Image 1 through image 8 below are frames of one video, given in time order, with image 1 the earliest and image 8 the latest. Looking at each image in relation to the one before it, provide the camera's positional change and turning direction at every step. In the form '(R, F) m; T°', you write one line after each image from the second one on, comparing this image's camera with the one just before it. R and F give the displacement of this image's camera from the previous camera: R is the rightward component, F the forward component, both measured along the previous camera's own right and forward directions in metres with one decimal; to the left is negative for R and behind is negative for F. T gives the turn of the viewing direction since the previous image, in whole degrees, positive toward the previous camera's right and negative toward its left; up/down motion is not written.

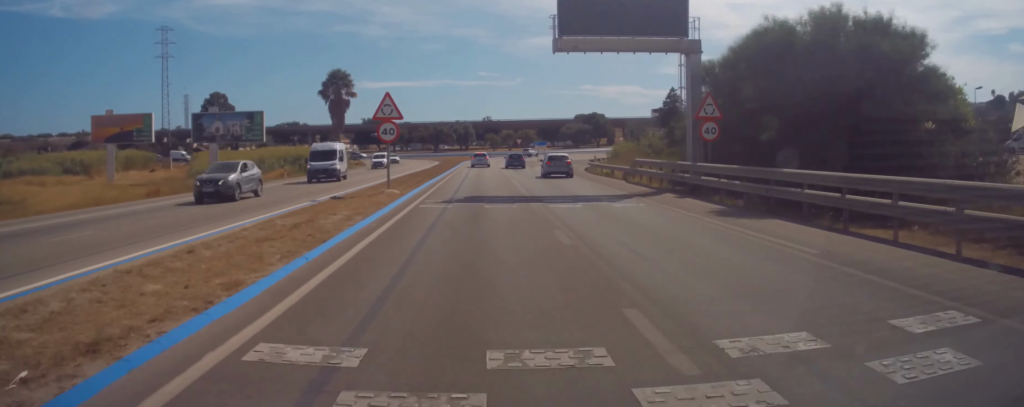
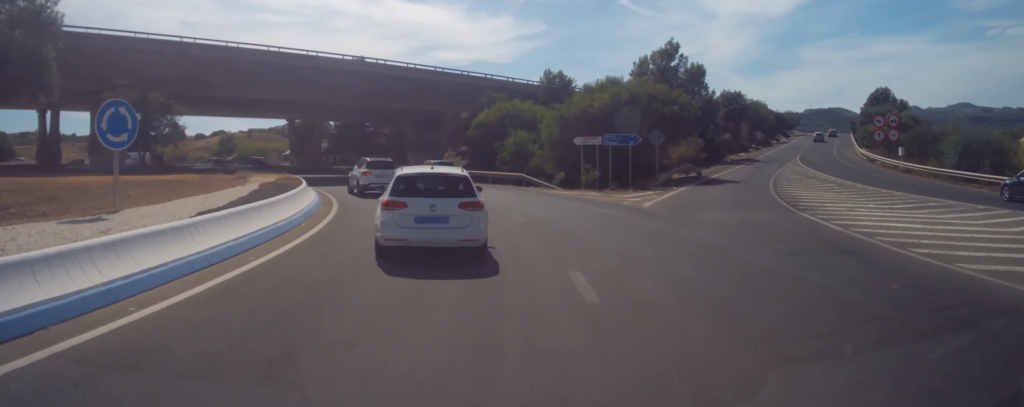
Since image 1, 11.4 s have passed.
(+29.9, +129.9) m; +5°
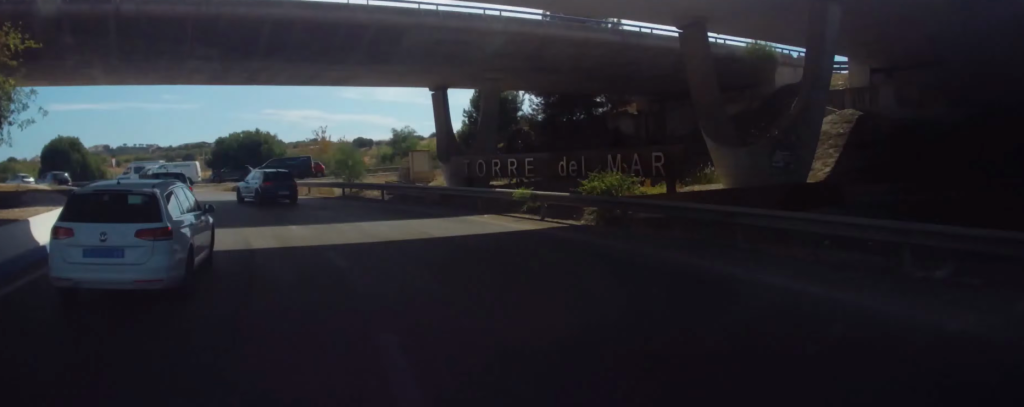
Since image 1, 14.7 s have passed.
(-11.8, +39.0) m; -12°
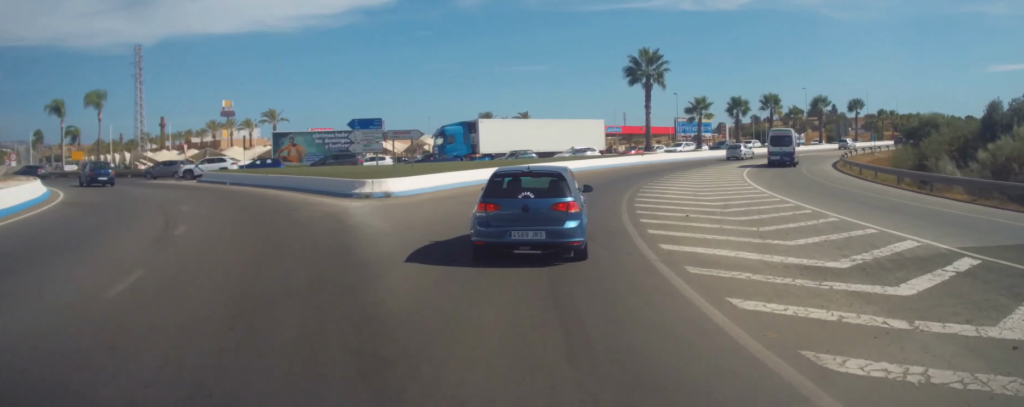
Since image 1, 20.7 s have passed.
(-17.1, +77.1) m; -15°
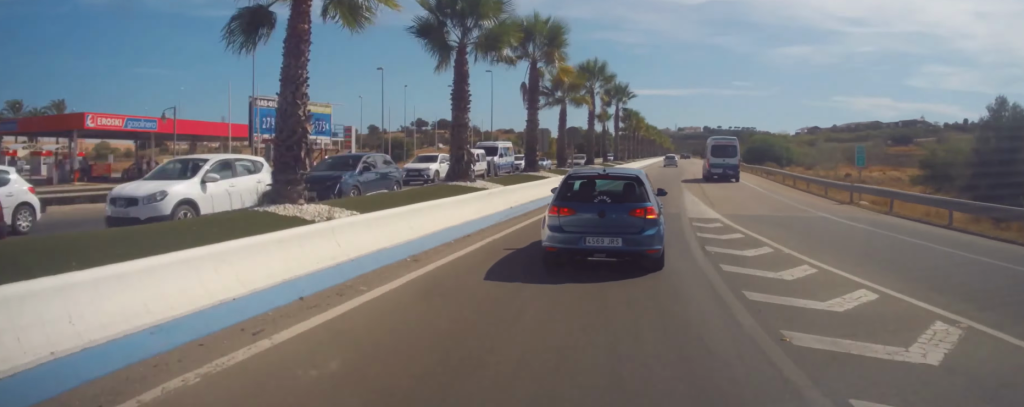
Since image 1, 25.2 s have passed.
(-7.9, +65.2) m; 0°
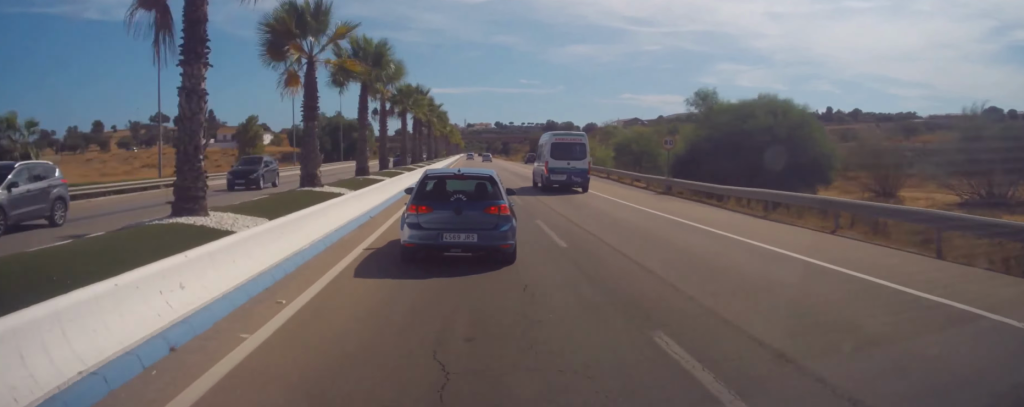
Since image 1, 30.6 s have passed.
(+7.9, +64.5) m; +6°
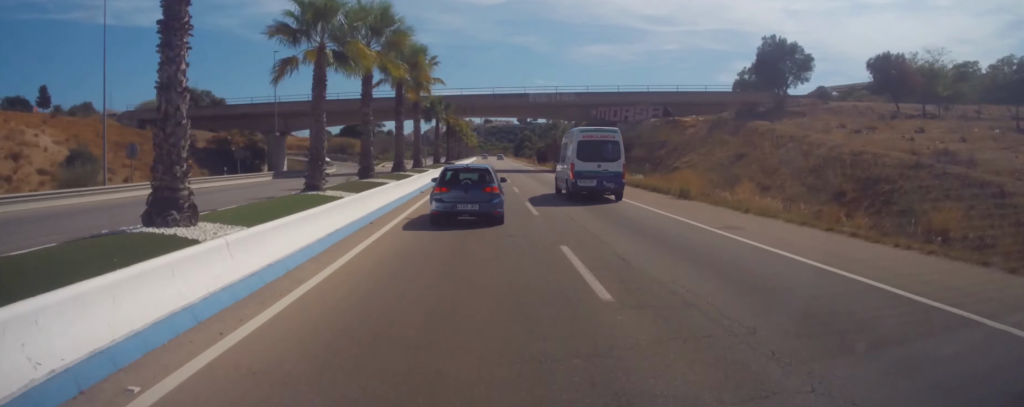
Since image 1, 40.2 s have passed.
(+7.4, +164.2) m; +2°
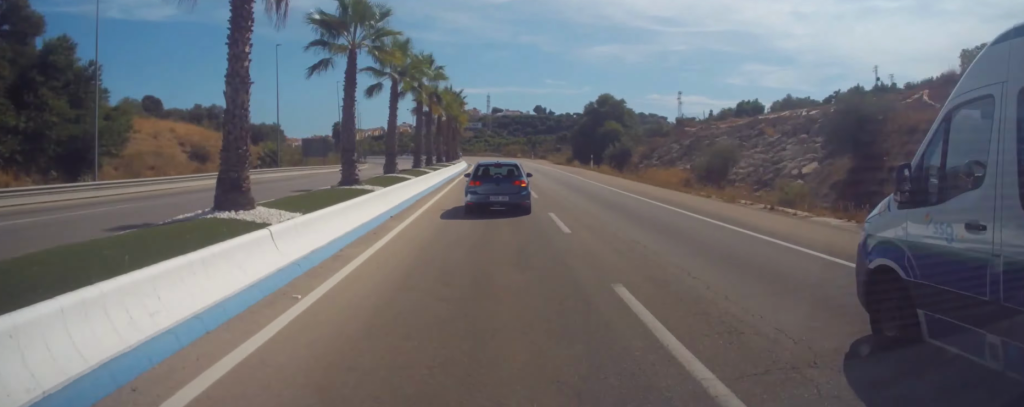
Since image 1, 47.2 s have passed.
(-2.2, +158.7) m; -8°
